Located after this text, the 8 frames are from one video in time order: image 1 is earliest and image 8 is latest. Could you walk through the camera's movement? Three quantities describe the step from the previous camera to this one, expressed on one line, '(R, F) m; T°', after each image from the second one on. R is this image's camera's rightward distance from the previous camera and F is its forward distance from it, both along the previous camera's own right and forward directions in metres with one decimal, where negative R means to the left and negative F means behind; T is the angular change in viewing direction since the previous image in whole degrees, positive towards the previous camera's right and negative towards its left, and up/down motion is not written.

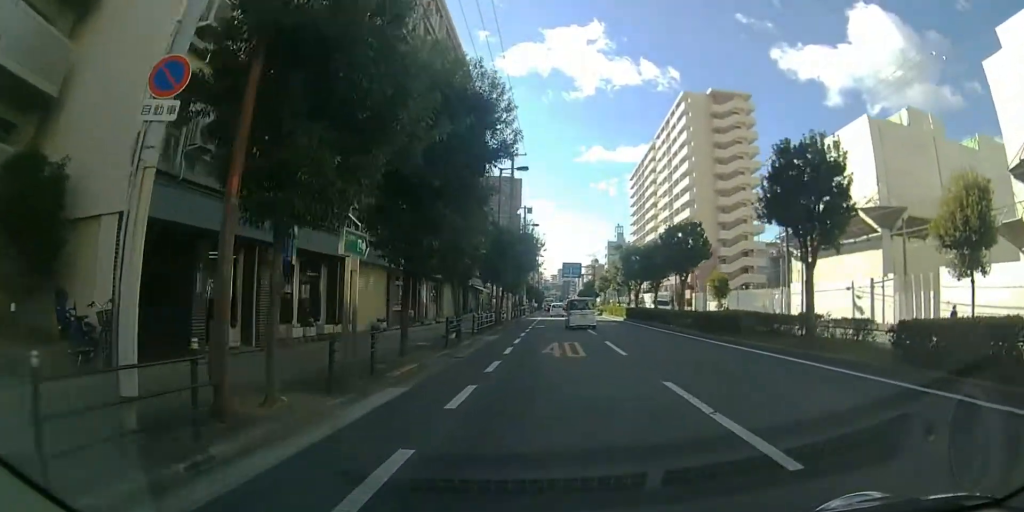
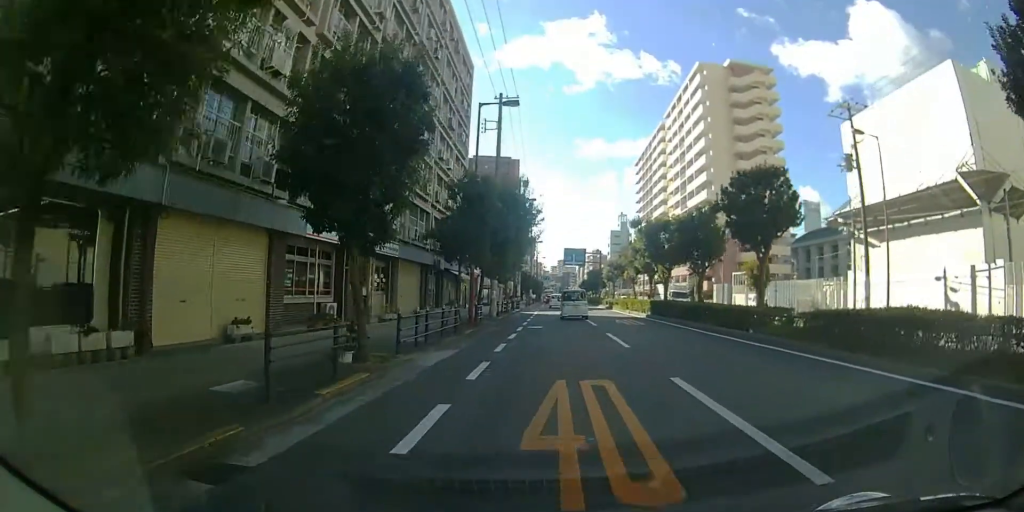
(+0.2, +10.7) m; +2°
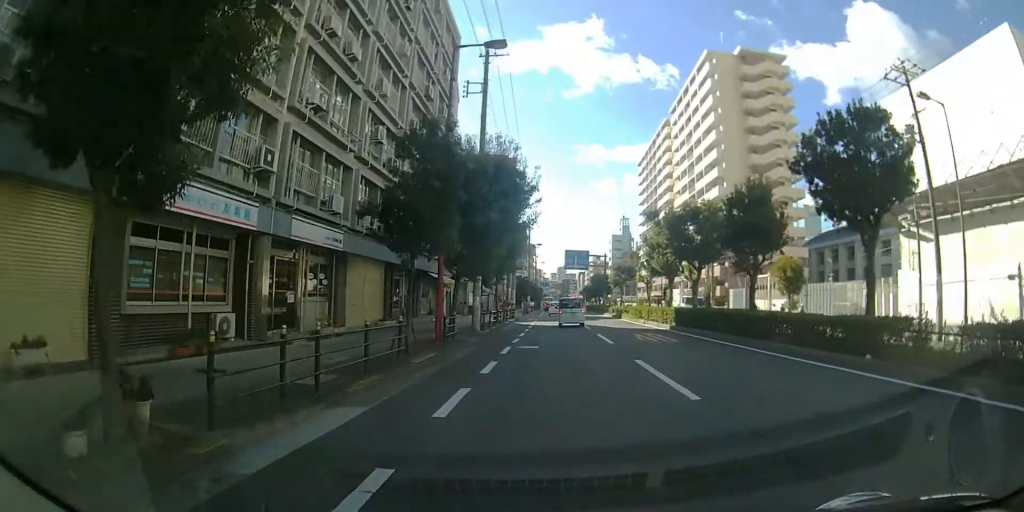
(+0.1, +6.1) m; +1°
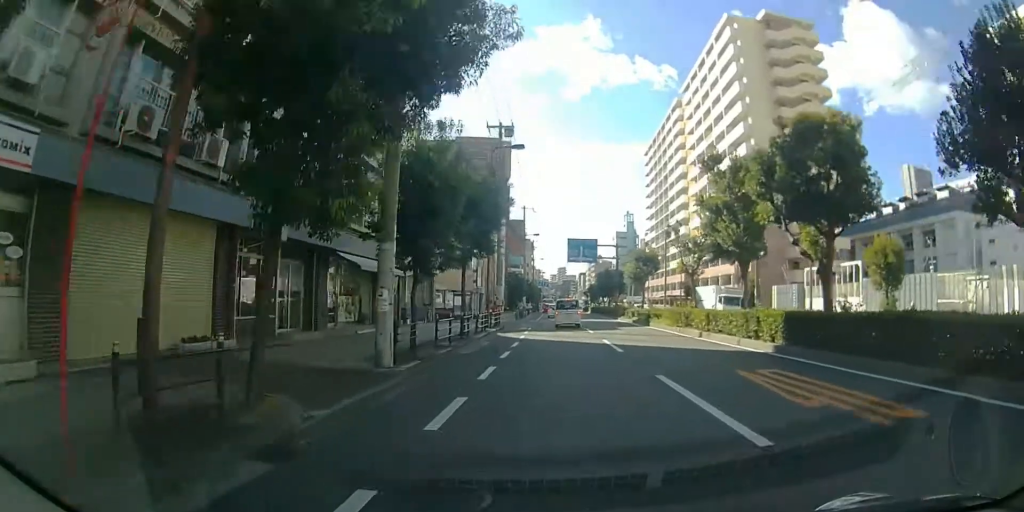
(+0.2, +12.4) m; +1°
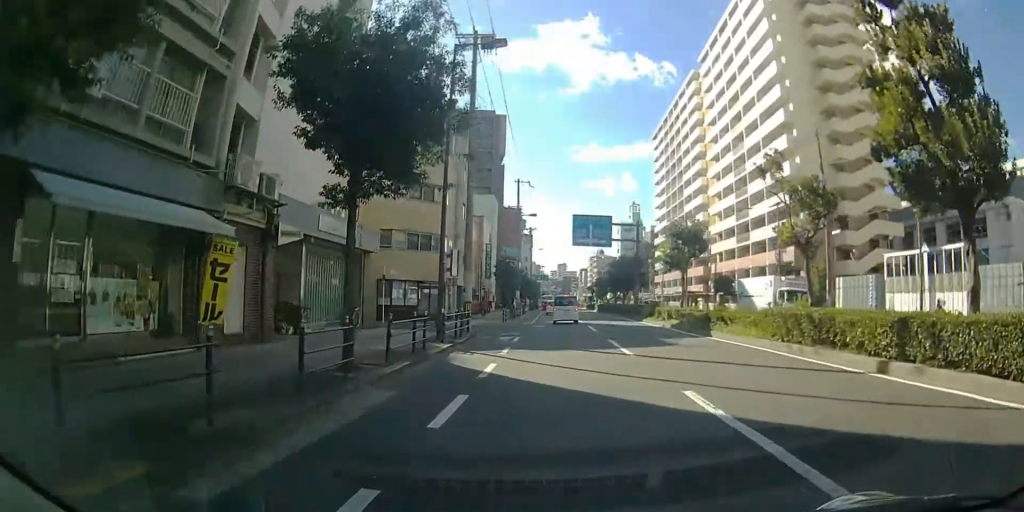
(-0.1, +11.9) m; -3°
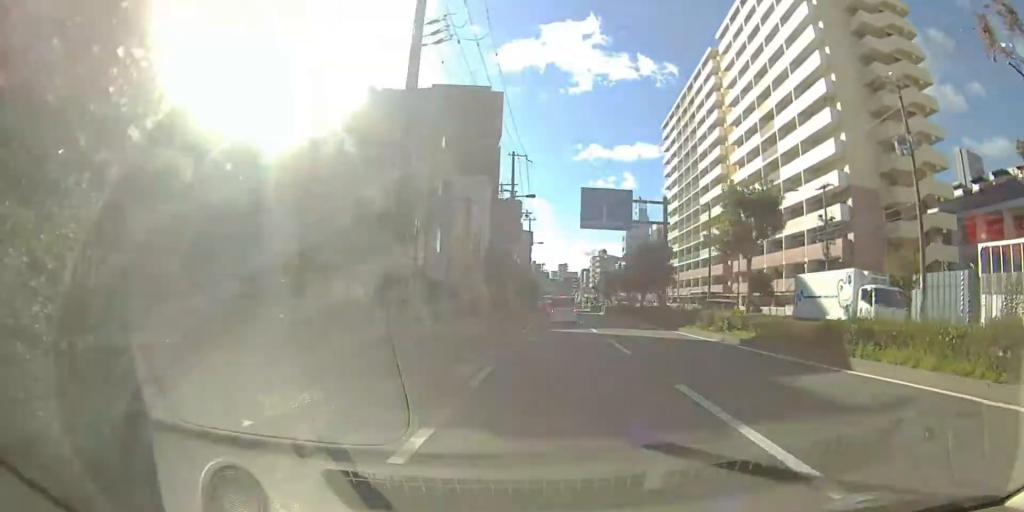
(-0.4, +9.4) m; 0°
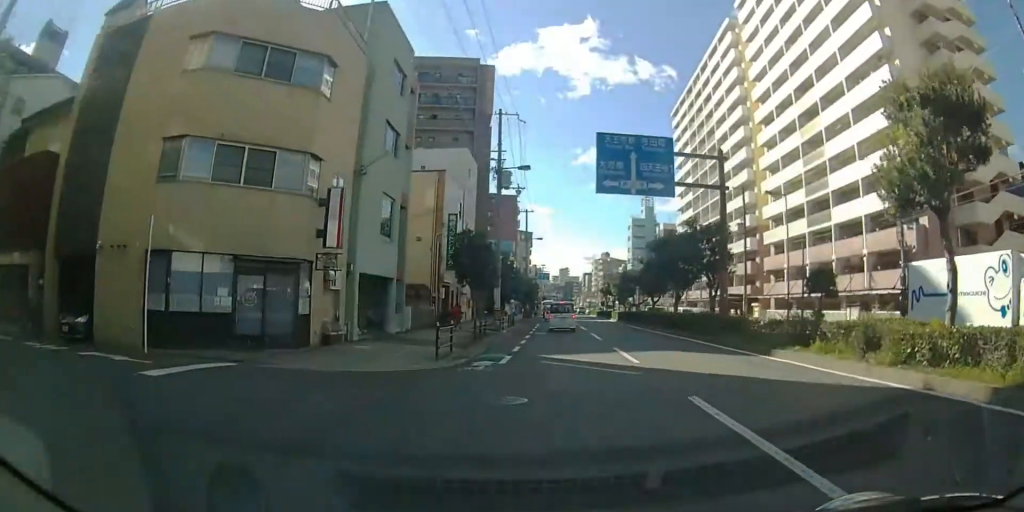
(+0.5, +10.8) m; +2°
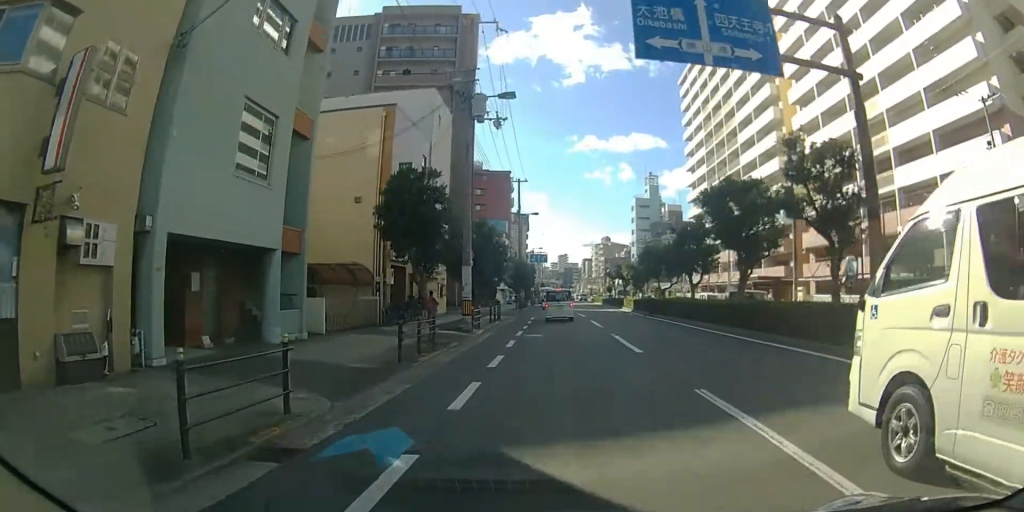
(-0.1, +9.9) m; -1°
